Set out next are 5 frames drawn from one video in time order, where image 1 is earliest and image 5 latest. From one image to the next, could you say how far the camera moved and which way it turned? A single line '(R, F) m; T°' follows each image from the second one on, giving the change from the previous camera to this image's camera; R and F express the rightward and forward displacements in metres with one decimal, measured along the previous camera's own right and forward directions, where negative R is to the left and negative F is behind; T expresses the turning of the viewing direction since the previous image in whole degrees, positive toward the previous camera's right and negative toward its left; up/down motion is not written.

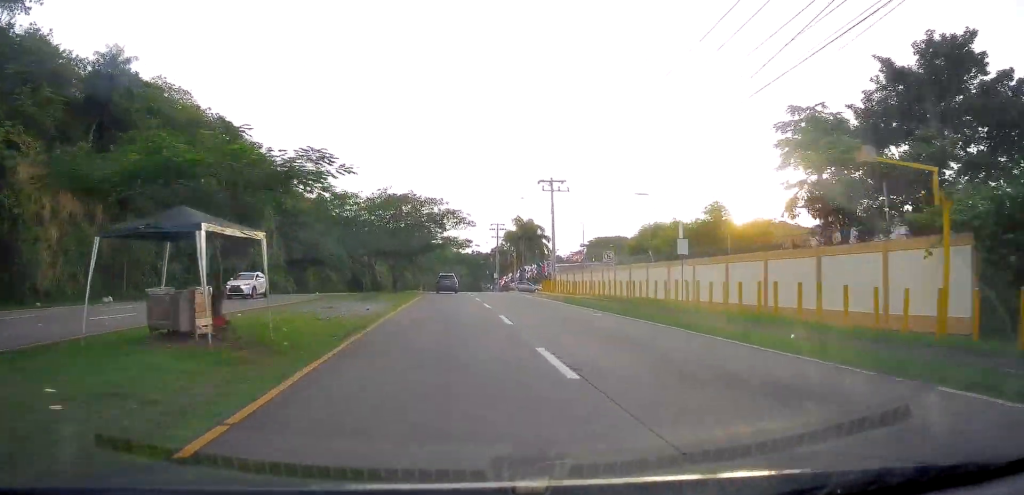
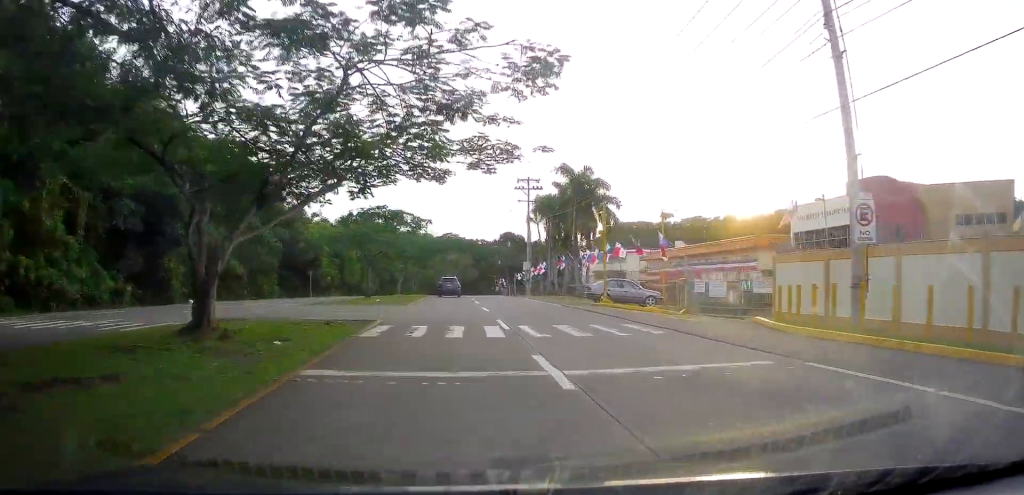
(+0.4, +40.8) m; +1°
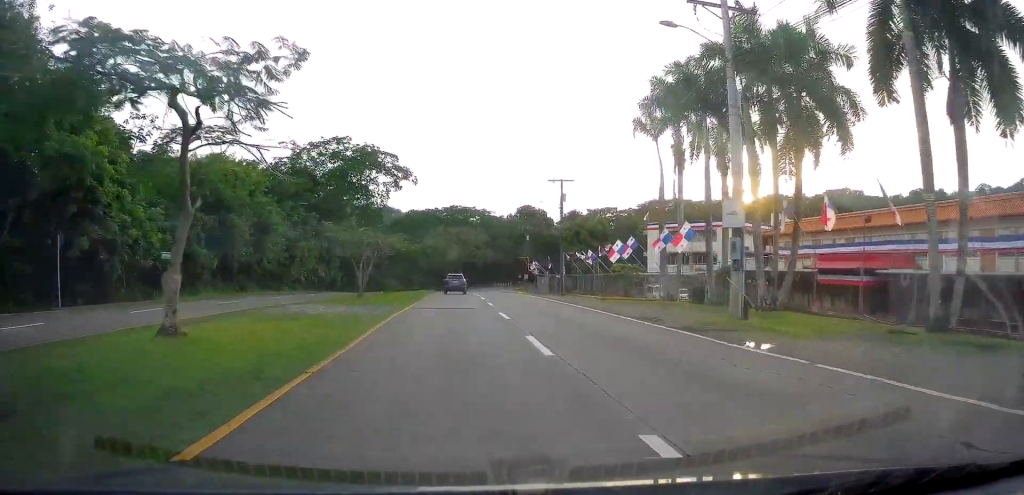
(0.0, +44.8) m; -3°
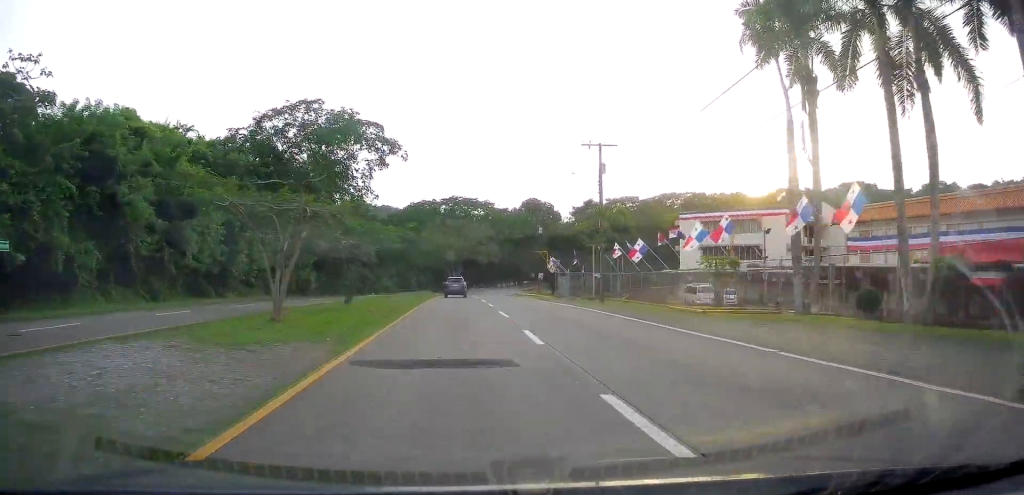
(-0.1, +13.9) m; +1°
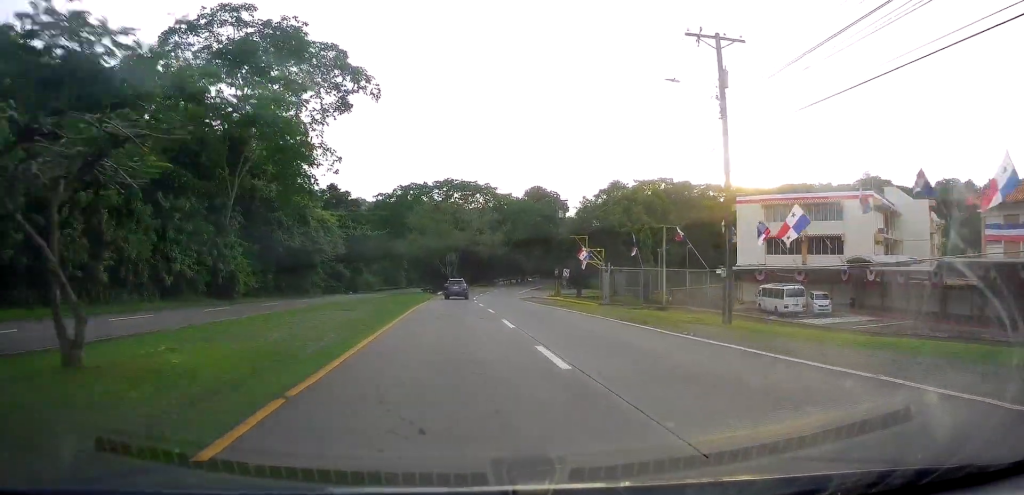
(+0.4, +18.9) m; +1°
